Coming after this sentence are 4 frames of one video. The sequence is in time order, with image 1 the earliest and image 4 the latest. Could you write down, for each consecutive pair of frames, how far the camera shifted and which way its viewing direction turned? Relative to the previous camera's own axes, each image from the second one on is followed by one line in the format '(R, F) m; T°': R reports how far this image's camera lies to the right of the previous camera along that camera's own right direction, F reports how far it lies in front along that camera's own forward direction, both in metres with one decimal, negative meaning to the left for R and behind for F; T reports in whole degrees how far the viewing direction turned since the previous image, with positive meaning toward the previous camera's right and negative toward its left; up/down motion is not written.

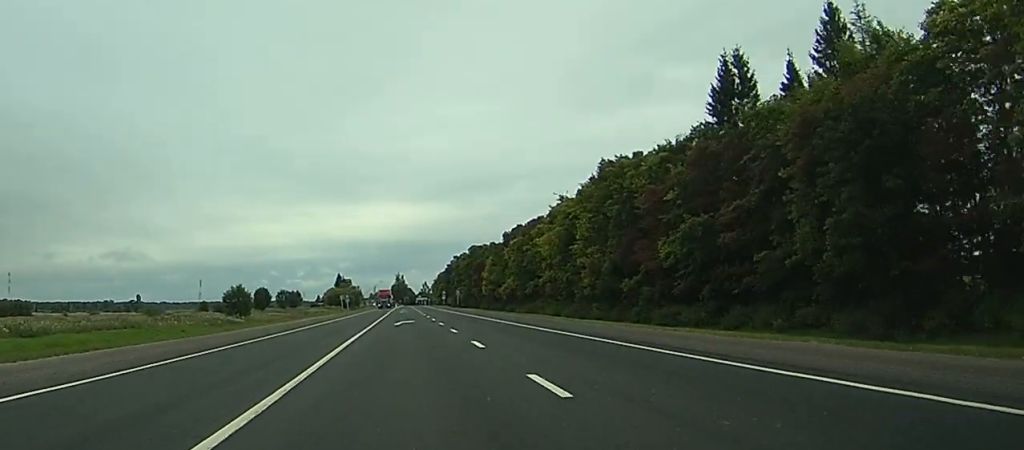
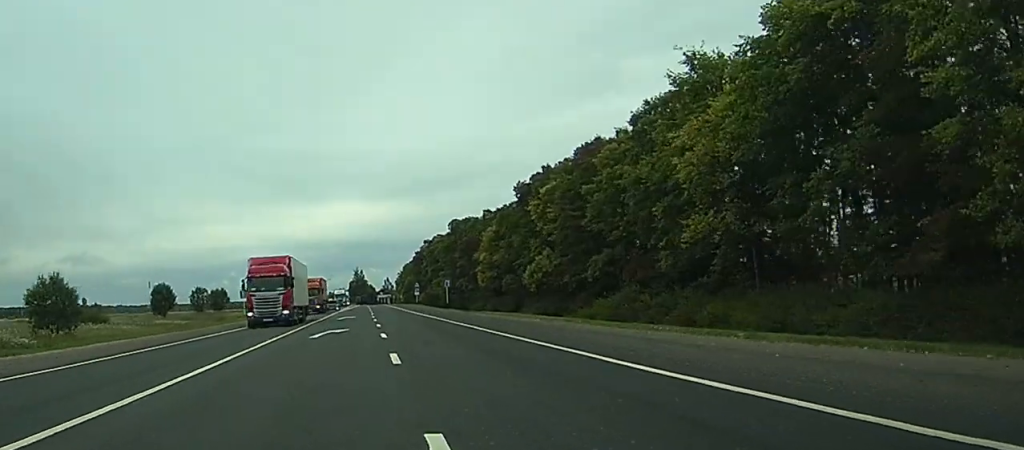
(+1.9, +82.8) m; +1°
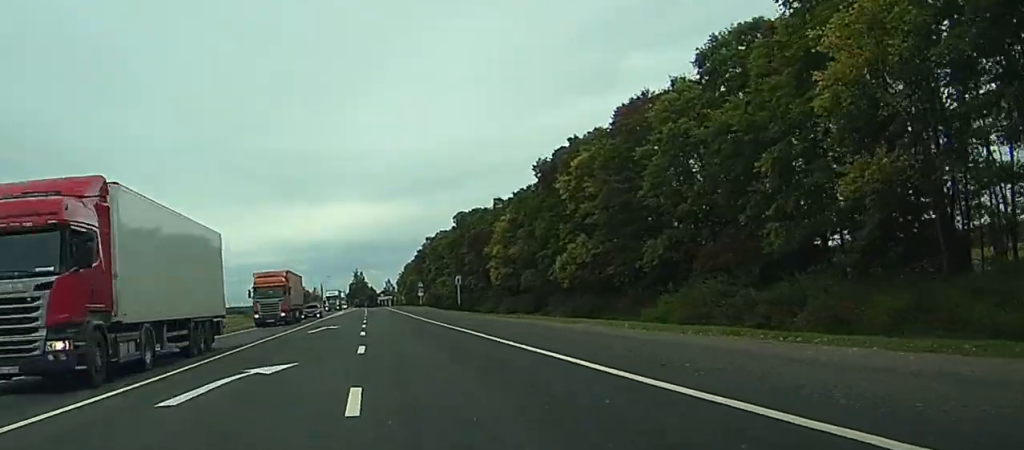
(+0.3, +21.6) m; -2°
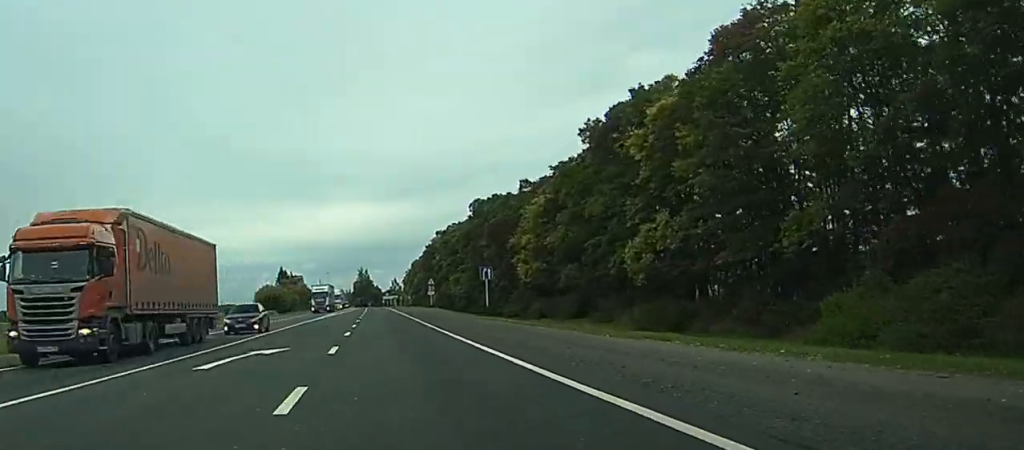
(-1.6, +26.3) m; +4°
